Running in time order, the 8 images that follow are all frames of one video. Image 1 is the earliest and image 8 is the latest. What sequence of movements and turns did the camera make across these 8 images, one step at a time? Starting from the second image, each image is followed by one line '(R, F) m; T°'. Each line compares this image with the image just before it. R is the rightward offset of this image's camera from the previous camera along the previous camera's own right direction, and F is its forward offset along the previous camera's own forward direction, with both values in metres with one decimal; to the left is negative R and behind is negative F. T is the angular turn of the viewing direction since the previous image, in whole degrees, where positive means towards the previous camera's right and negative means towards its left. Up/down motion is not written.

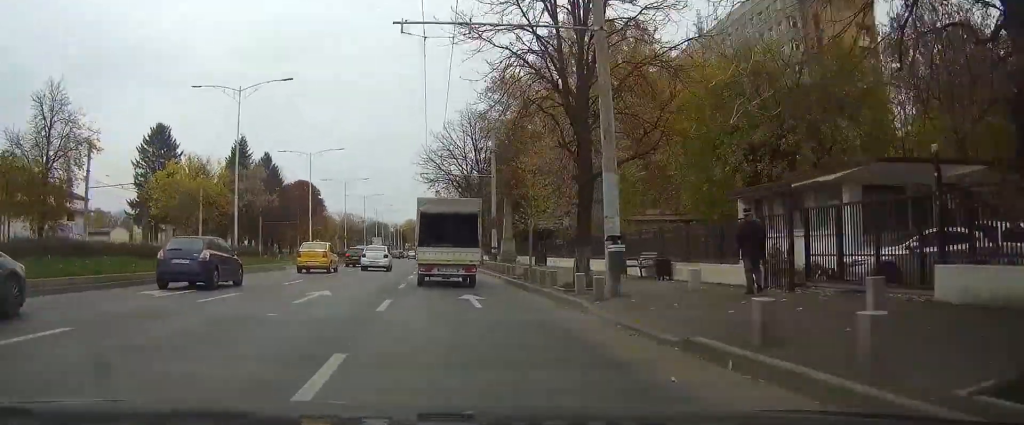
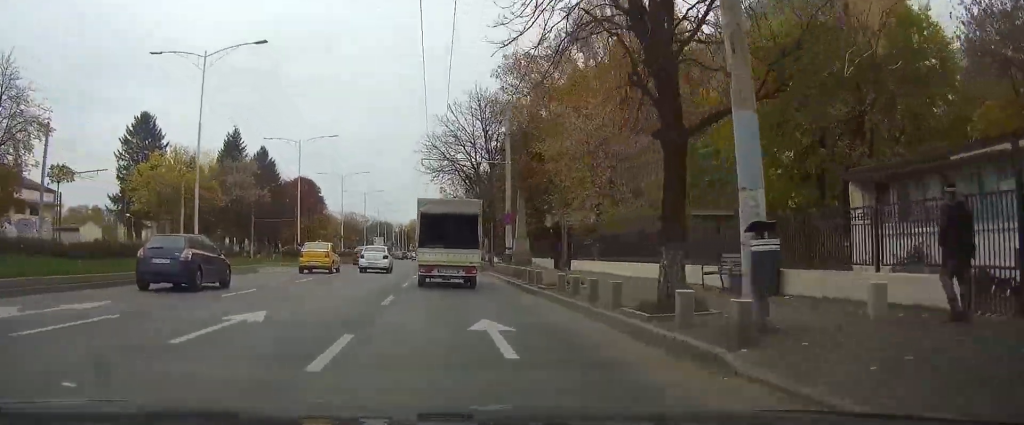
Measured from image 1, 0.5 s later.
(-0.1, +7.4) m; 0°
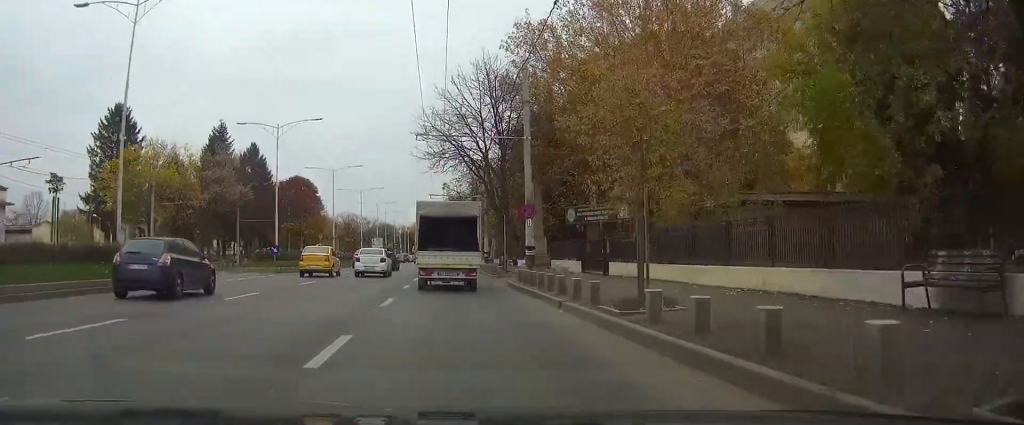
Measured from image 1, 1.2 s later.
(0.0, +8.6) m; 0°
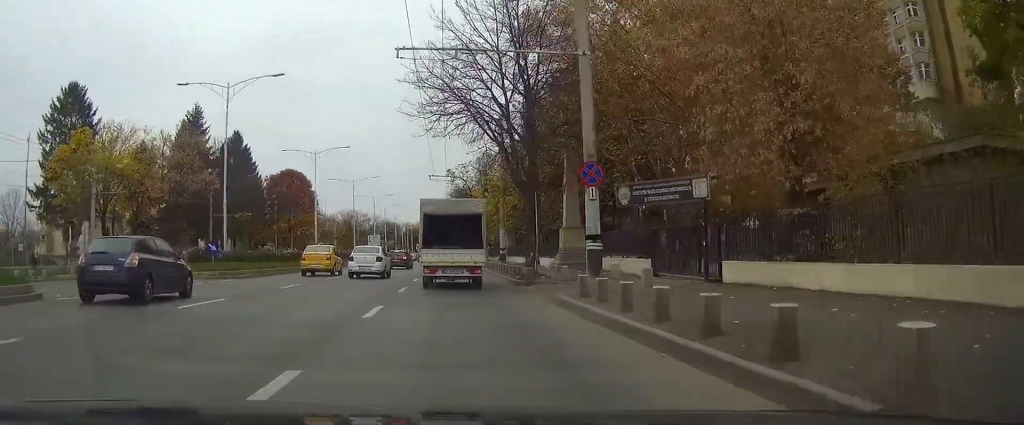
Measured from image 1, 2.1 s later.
(0.0, +12.6) m; 0°
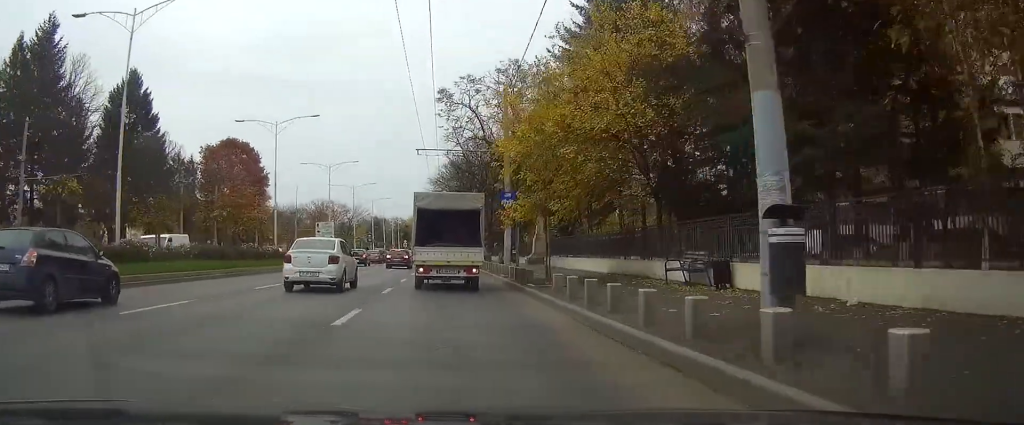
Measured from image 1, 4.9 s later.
(0.0, +37.3) m; 0°
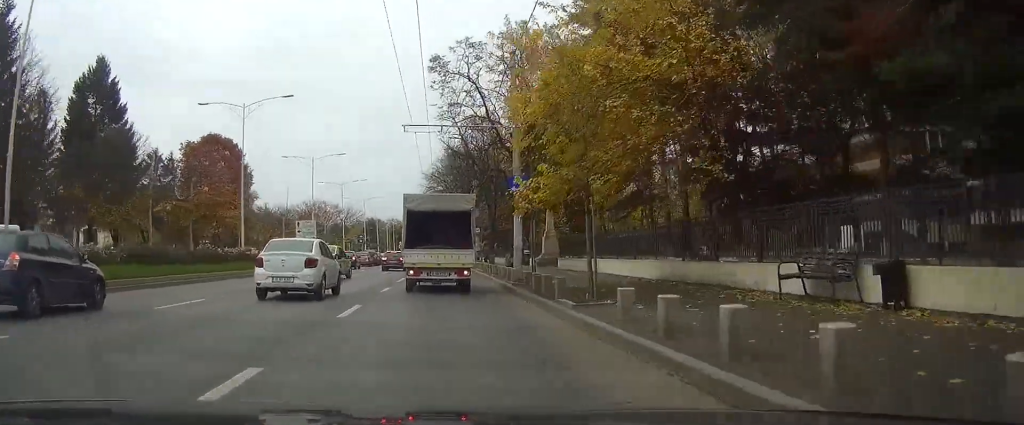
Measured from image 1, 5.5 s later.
(0.0, +7.2) m; 0°
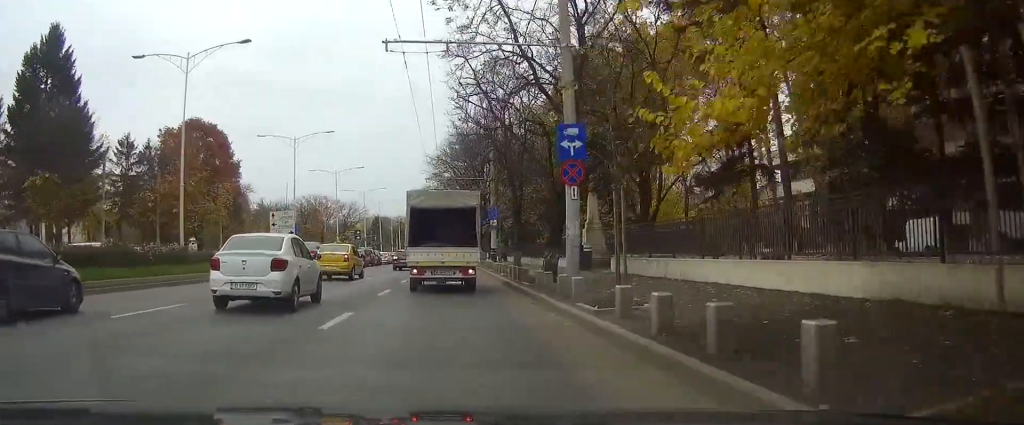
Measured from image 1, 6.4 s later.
(-0.1, +11.1) m; 0°
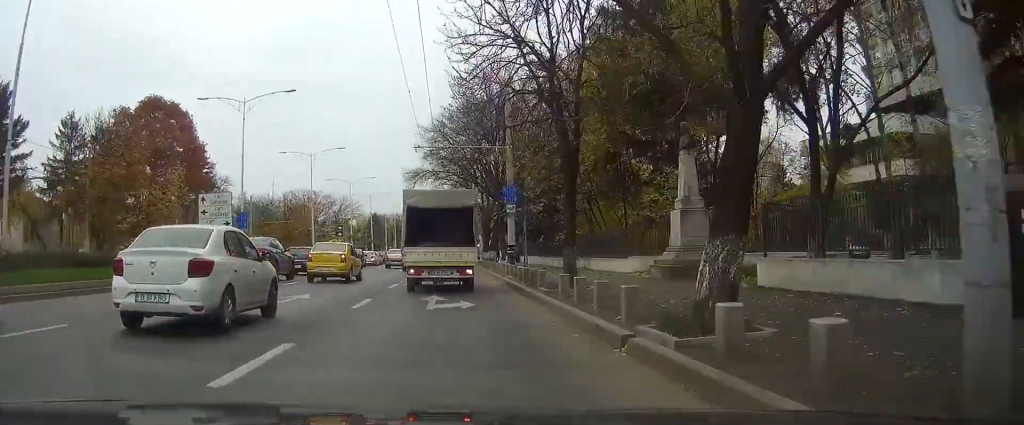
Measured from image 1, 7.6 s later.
(0.0, +14.2) m; 0°
